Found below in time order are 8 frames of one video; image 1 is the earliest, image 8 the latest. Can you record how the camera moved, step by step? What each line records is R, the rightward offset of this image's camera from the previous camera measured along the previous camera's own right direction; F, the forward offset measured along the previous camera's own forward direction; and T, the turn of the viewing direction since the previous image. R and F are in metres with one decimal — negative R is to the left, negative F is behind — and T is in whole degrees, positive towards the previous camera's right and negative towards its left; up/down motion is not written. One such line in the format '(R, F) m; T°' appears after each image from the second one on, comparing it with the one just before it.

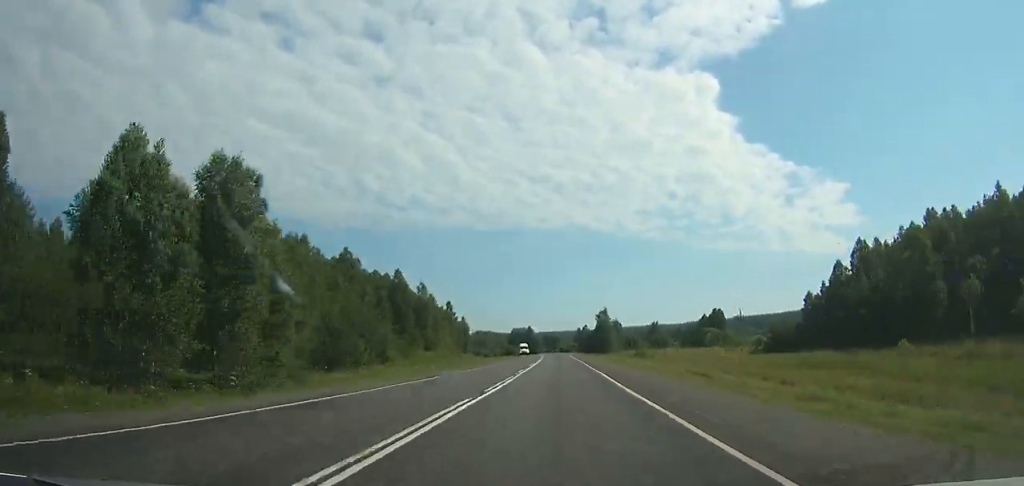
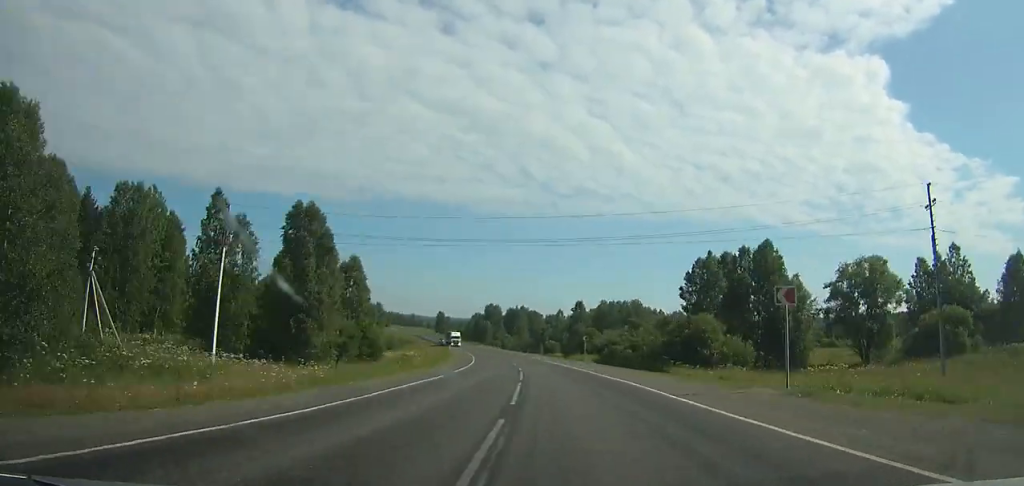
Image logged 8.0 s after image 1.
(-20.9, +221.2) m; -16°
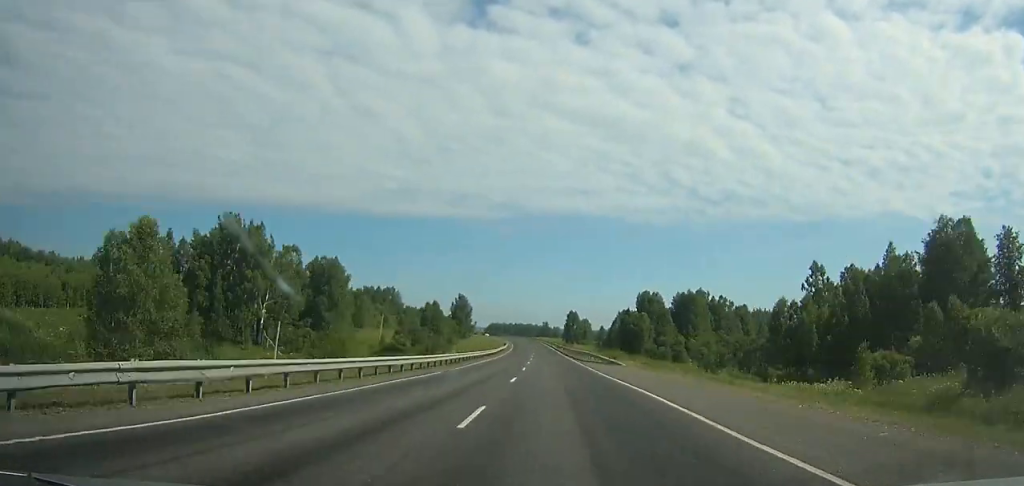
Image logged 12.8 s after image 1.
(-16.5, +130.9) m; -13°
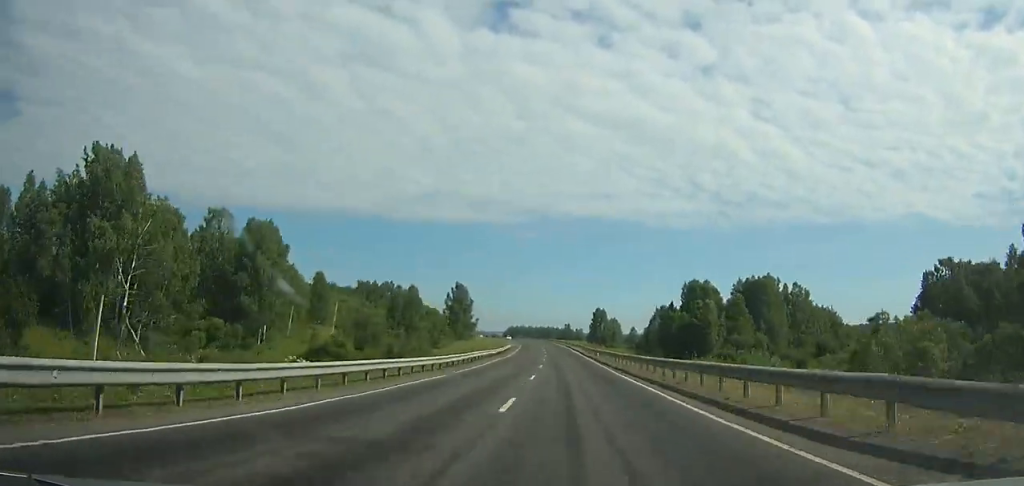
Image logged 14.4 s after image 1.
(-1.8, +45.4) m; -3°
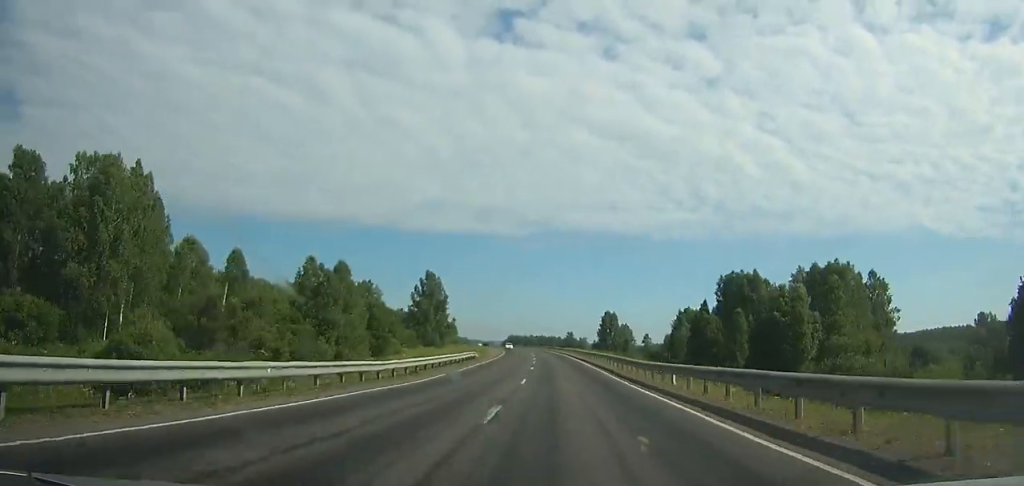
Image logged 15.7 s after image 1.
(-0.6, +37.1) m; -2°
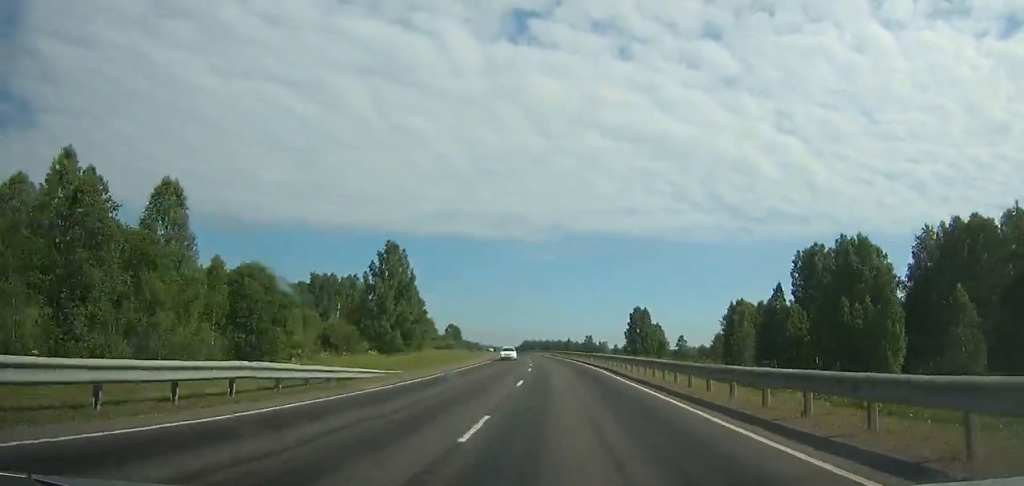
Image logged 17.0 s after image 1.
(-0.6, +37.7) m; -2°
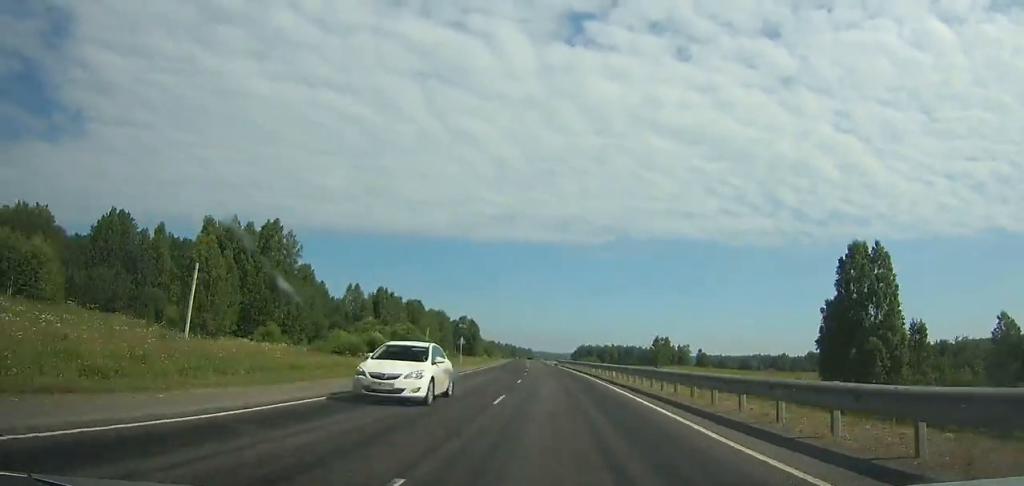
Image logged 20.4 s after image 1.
(-3.9, +100.0) m; -5°
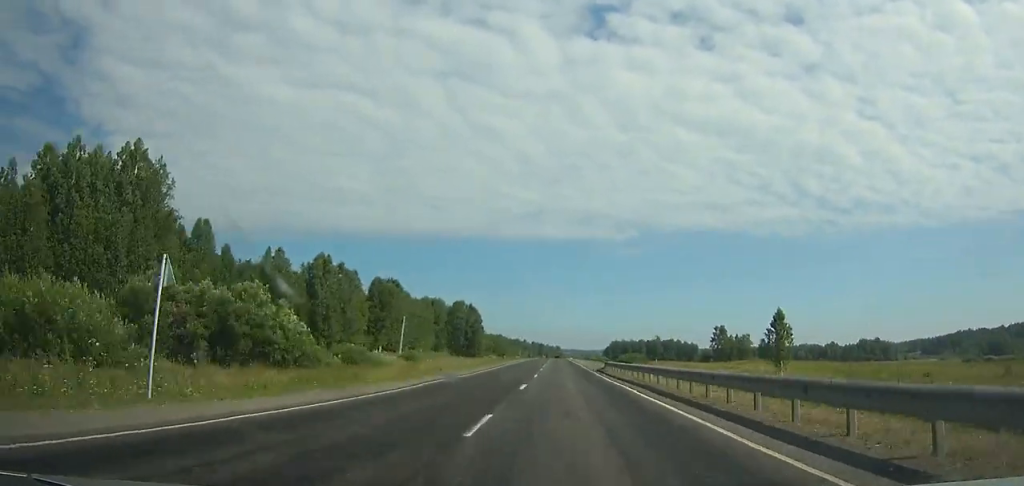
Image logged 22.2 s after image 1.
(-1.2, +53.4) m; -2°
